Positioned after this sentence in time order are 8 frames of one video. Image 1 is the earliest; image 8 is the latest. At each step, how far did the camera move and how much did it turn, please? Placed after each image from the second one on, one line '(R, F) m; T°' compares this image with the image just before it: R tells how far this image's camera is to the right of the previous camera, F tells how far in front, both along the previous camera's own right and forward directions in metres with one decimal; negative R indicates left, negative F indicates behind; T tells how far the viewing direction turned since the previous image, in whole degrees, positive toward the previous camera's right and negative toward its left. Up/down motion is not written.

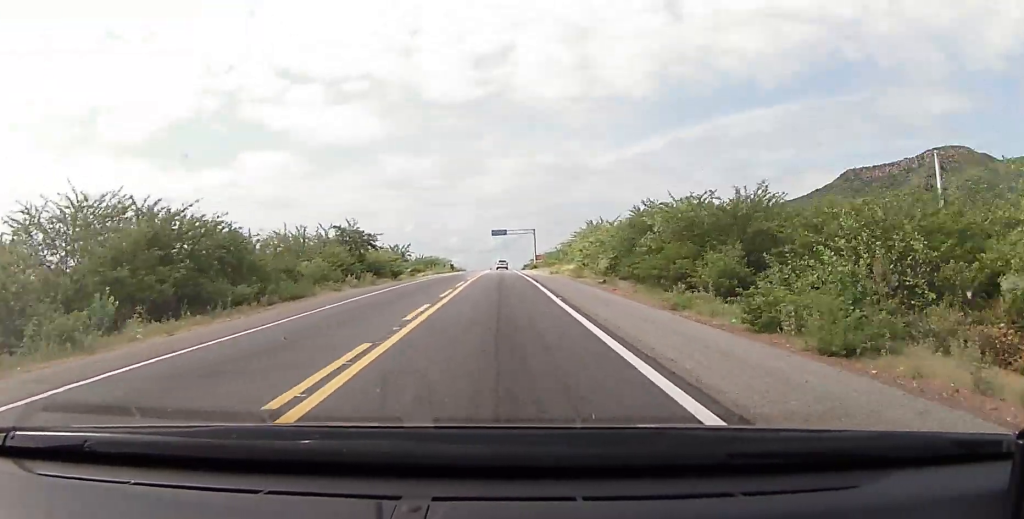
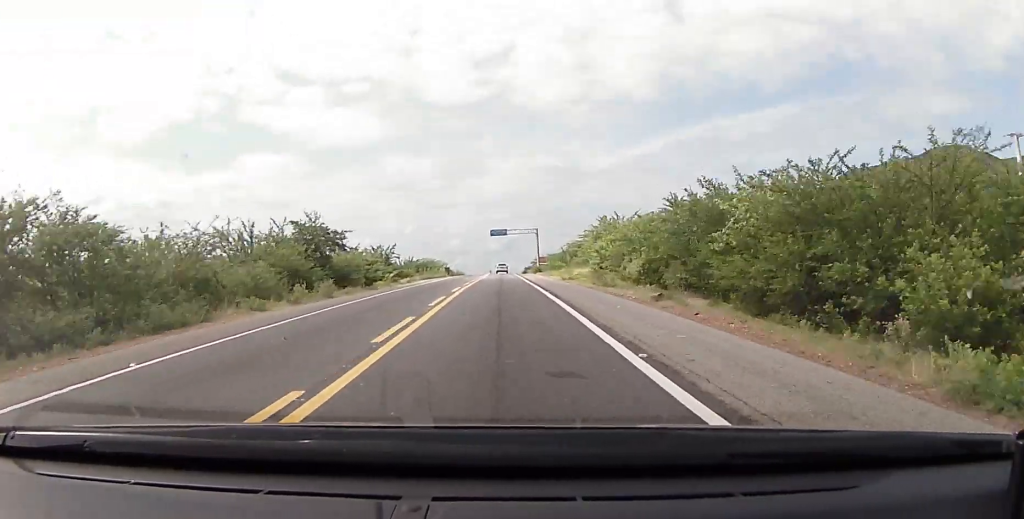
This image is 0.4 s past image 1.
(0.0, +11.3) m; 0°
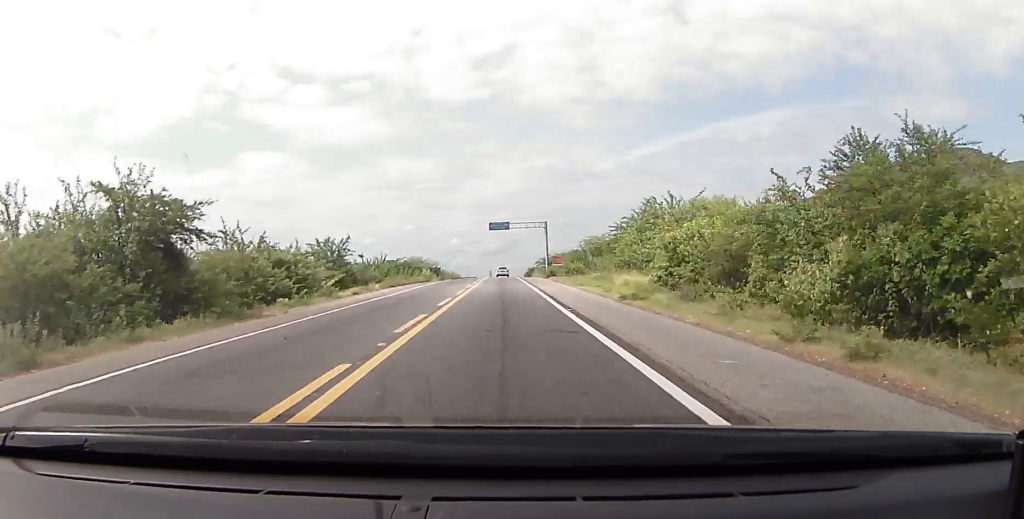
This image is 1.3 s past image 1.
(0.0, +22.3) m; -1°
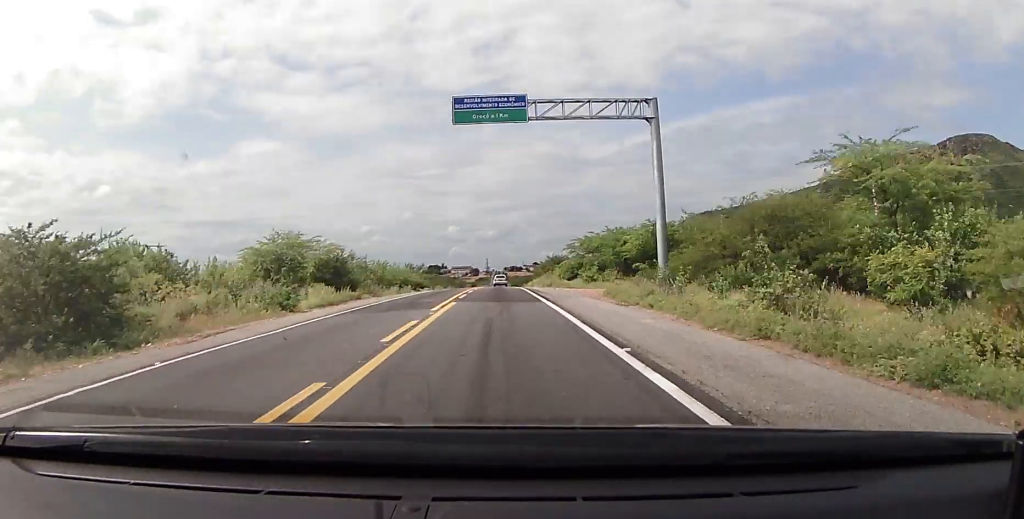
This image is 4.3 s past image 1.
(+0.3, +72.9) m; +1°
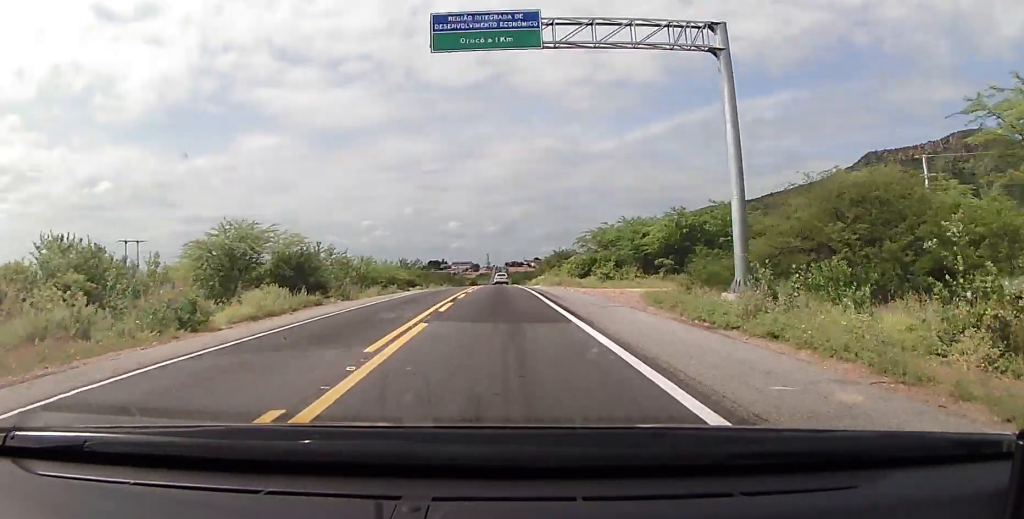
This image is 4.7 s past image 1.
(+0.1, +9.3) m; +1°
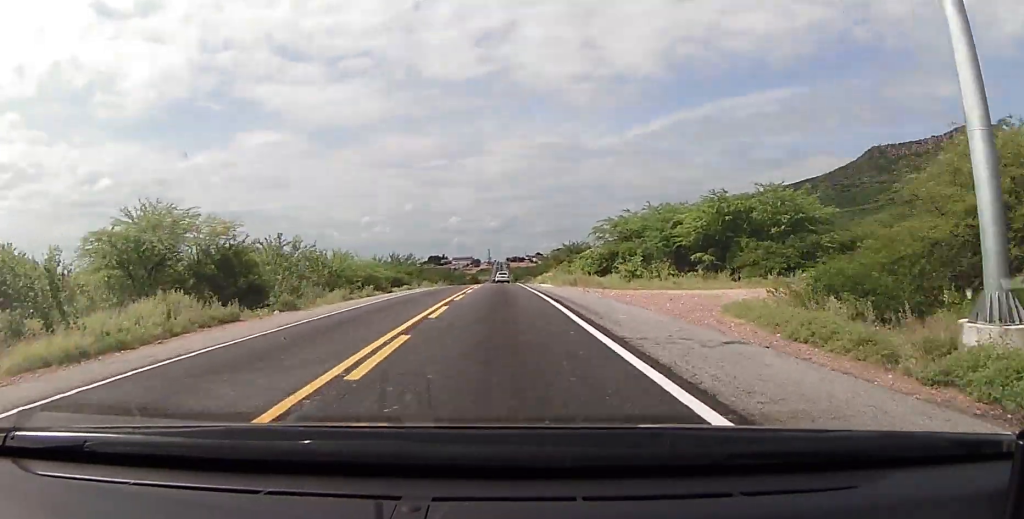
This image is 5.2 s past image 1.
(0.0, +10.9) m; +1°
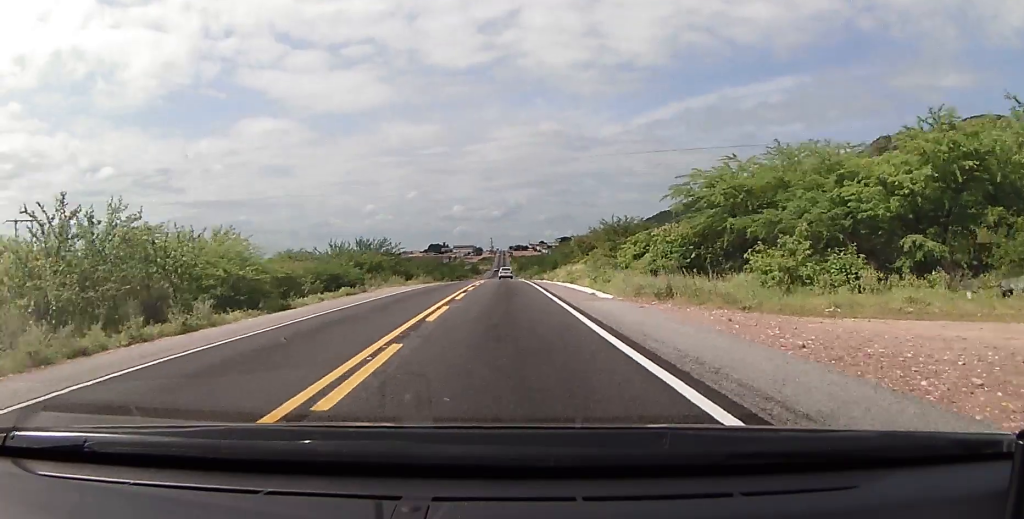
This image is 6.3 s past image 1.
(+0.3, +26.0) m; -2°
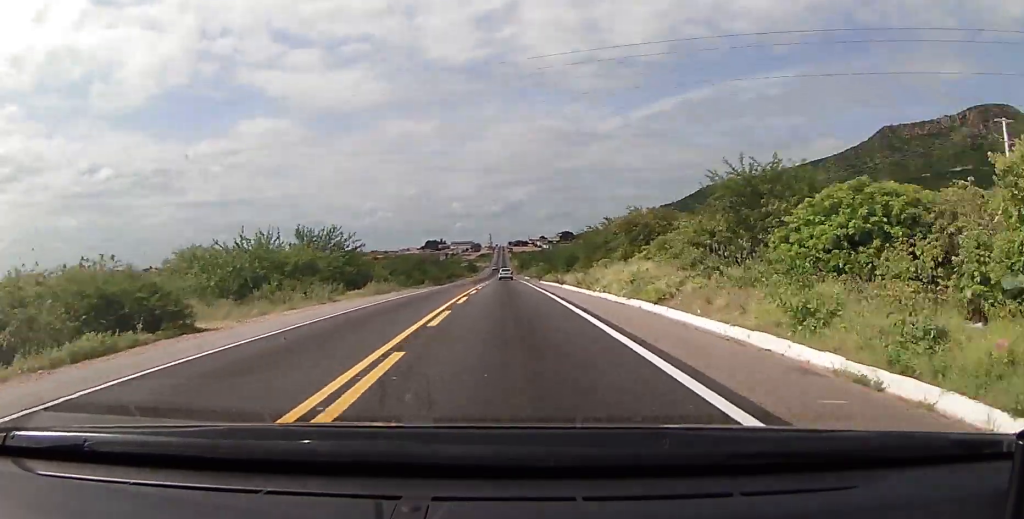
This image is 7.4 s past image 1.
(-1.0, +24.8) m; -1°
